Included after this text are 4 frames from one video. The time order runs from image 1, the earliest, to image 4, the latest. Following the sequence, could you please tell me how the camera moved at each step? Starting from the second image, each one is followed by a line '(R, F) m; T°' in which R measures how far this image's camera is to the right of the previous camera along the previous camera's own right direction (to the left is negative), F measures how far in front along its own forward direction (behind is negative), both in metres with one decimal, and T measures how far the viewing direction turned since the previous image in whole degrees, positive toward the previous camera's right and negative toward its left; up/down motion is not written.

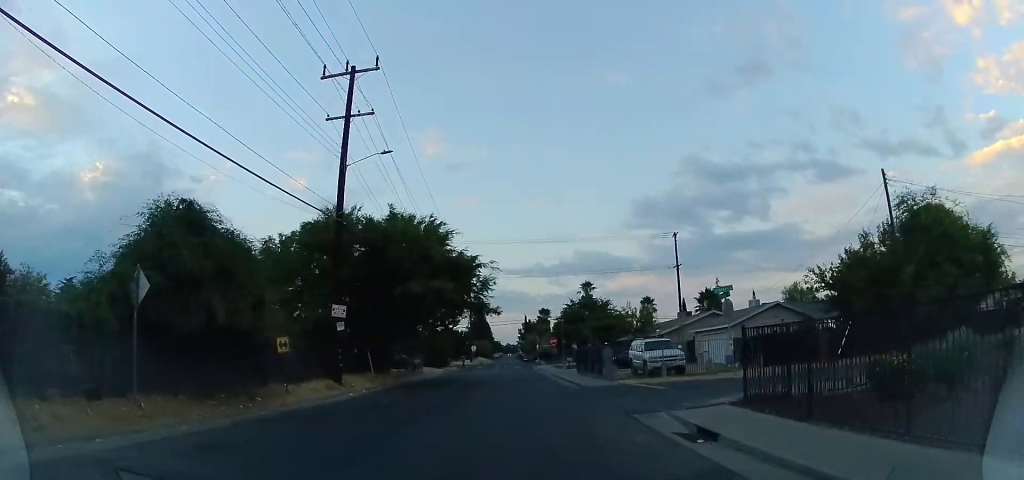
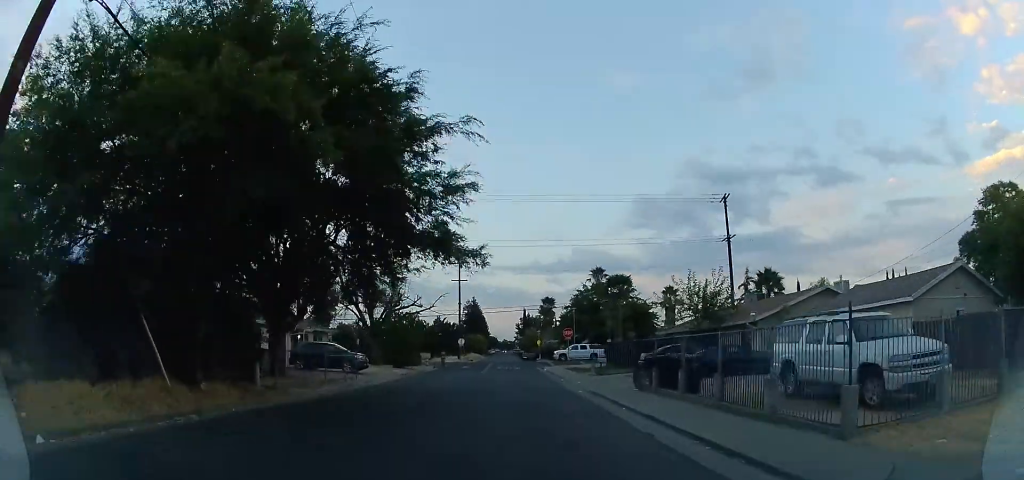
(0.0, +18.3) m; 0°
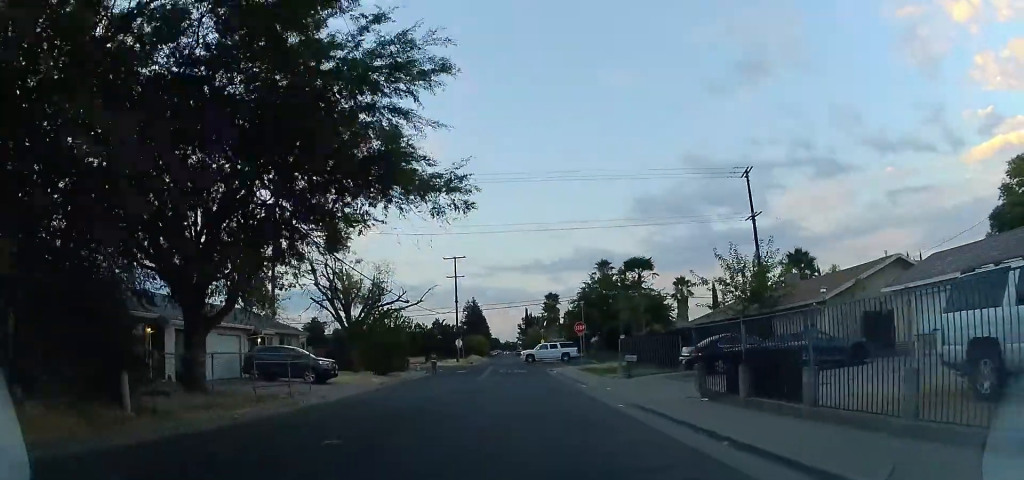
(0.0, +6.6) m; 0°
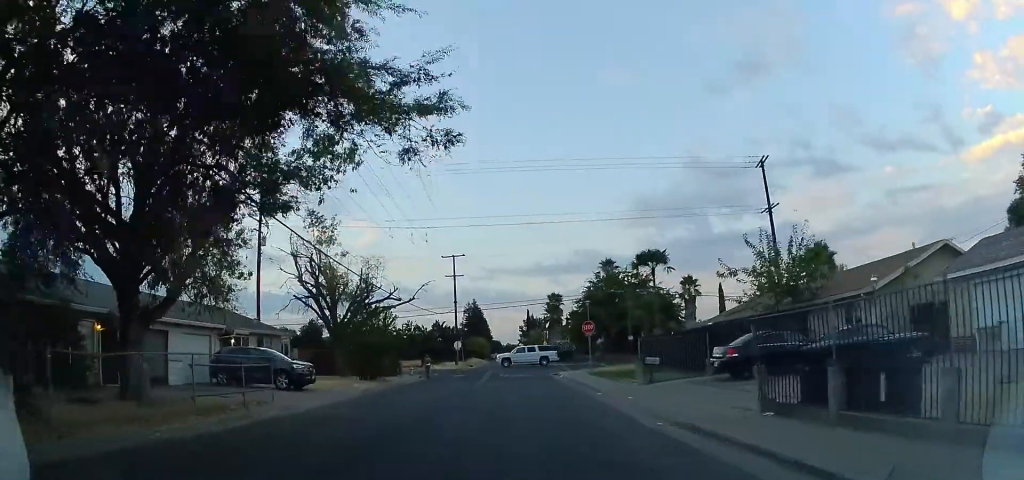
(0.0, +3.2) m; 0°
